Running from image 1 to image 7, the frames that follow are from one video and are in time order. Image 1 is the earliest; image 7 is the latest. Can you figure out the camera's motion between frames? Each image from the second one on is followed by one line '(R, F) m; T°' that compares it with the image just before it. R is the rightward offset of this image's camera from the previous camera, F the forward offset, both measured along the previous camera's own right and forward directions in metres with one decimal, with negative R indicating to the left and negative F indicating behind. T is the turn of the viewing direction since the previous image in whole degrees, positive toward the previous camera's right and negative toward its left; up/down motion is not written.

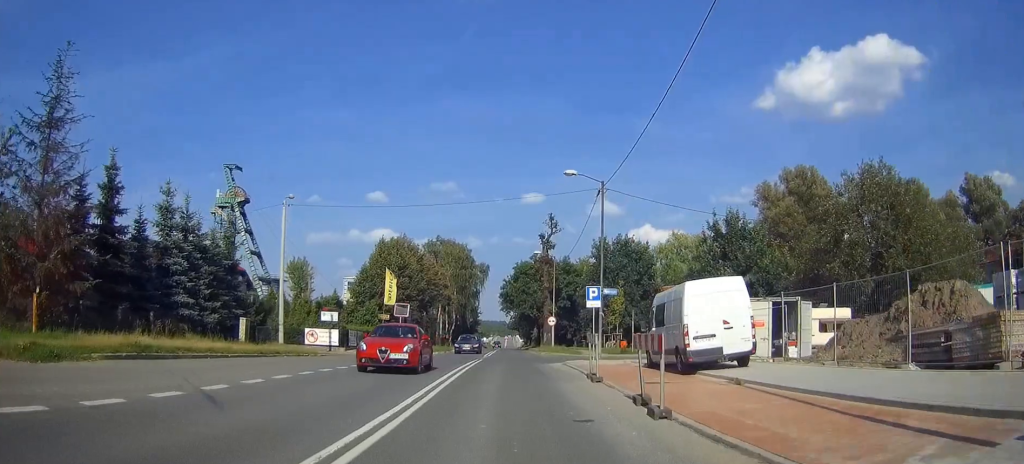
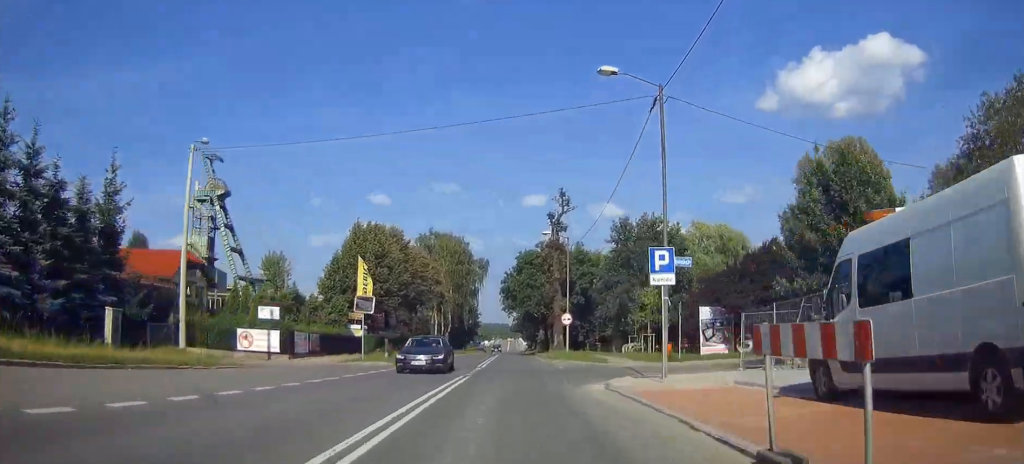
(0.0, +13.8) m; 0°
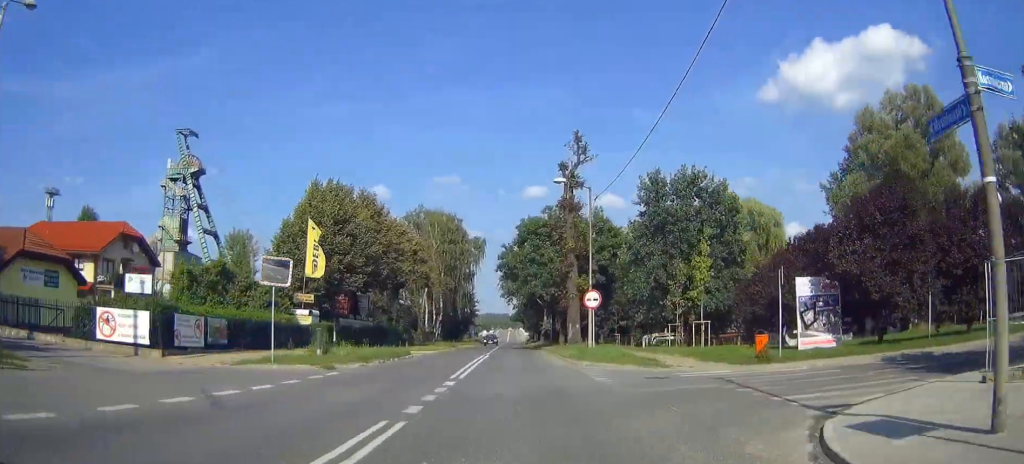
(0.0, +14.3) m; 0°
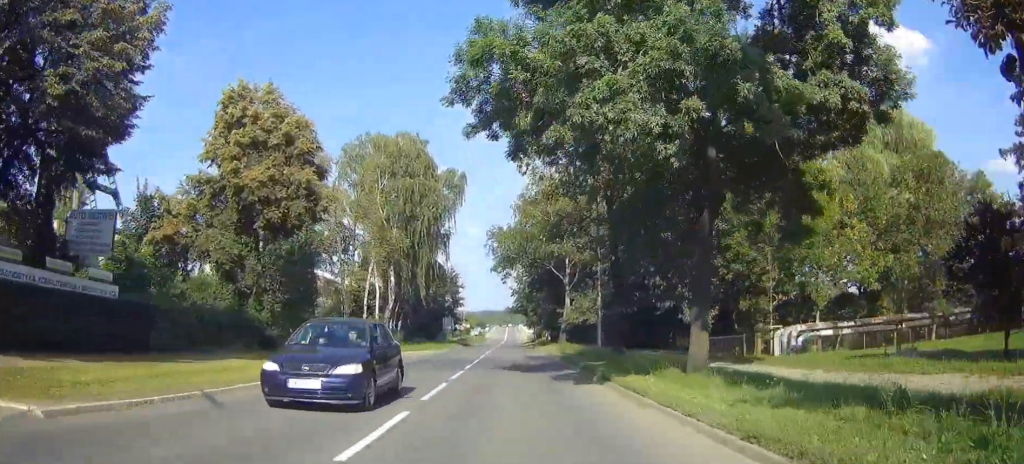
(+0.1, +39.9) m; 0°
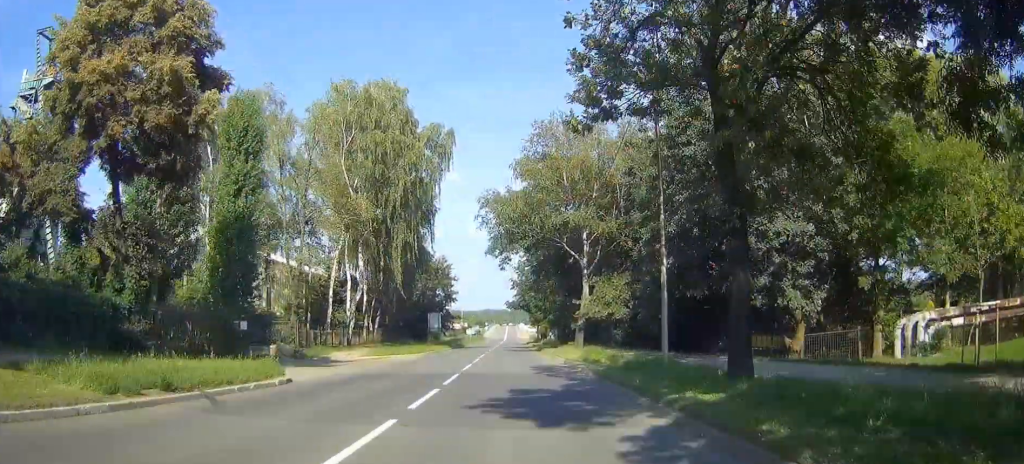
(0.0, +12.7) m; 0°
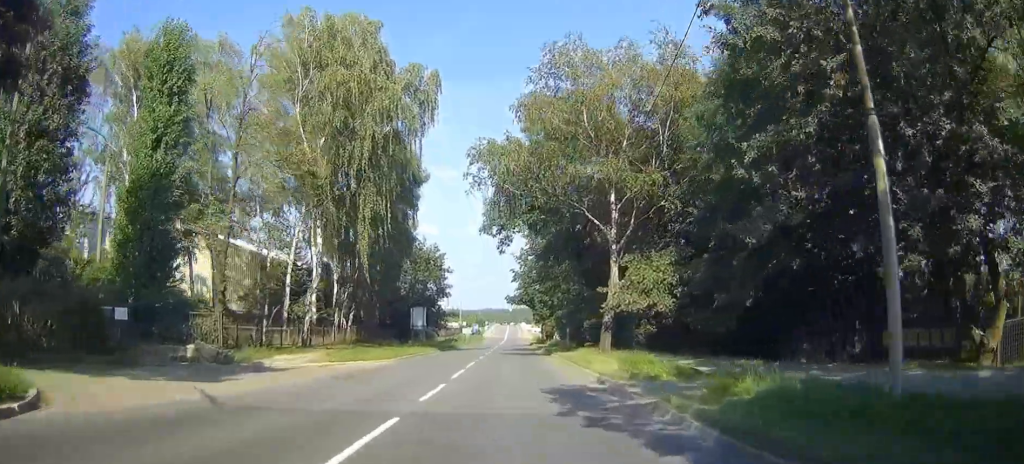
(0.0, +10.6) m; 0°
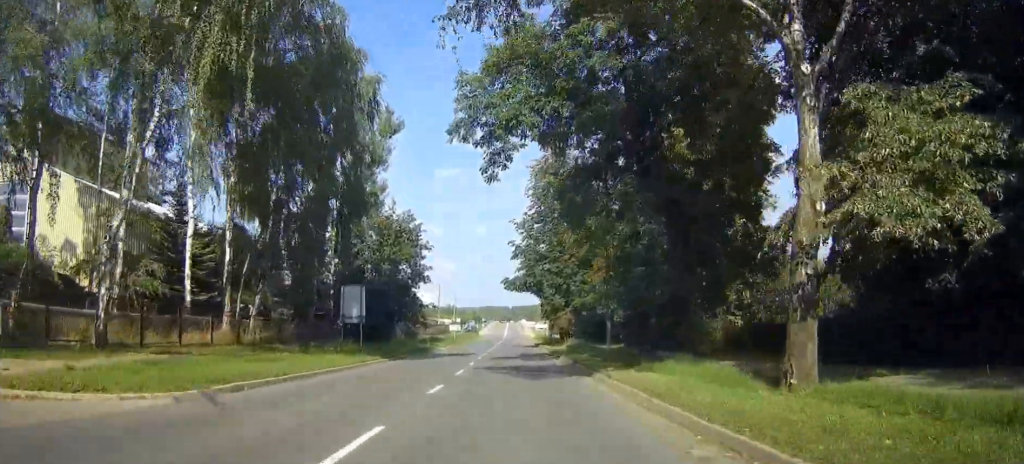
(0.0, +19.6) m; 0°
